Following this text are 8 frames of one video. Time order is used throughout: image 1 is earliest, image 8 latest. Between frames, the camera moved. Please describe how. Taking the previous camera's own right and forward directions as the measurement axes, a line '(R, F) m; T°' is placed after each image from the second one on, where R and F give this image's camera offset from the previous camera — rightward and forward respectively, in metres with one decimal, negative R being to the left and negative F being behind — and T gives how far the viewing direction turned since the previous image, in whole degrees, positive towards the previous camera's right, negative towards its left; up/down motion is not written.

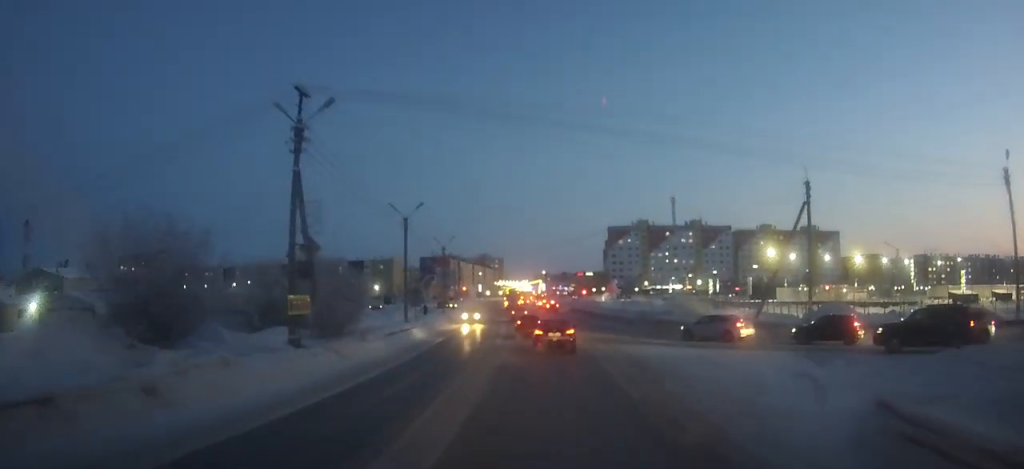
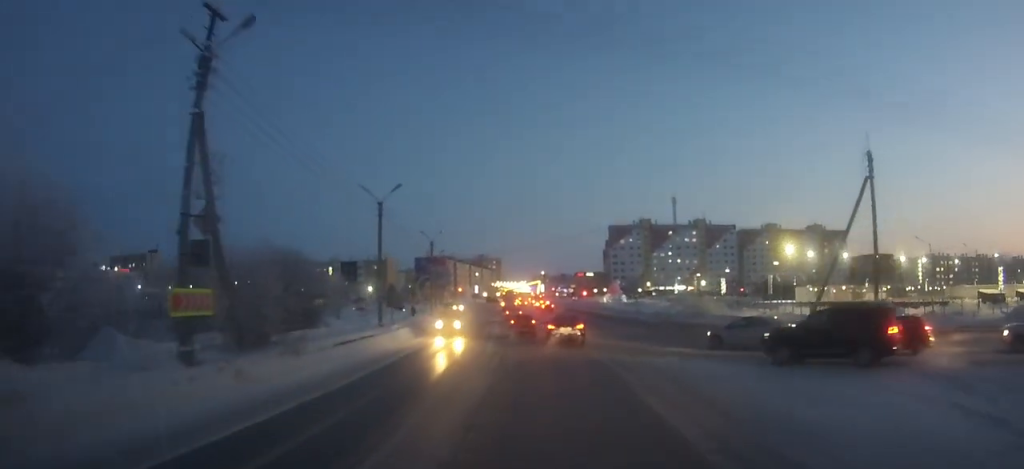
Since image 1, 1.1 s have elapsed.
(-0.1, +7.4) m; -1°
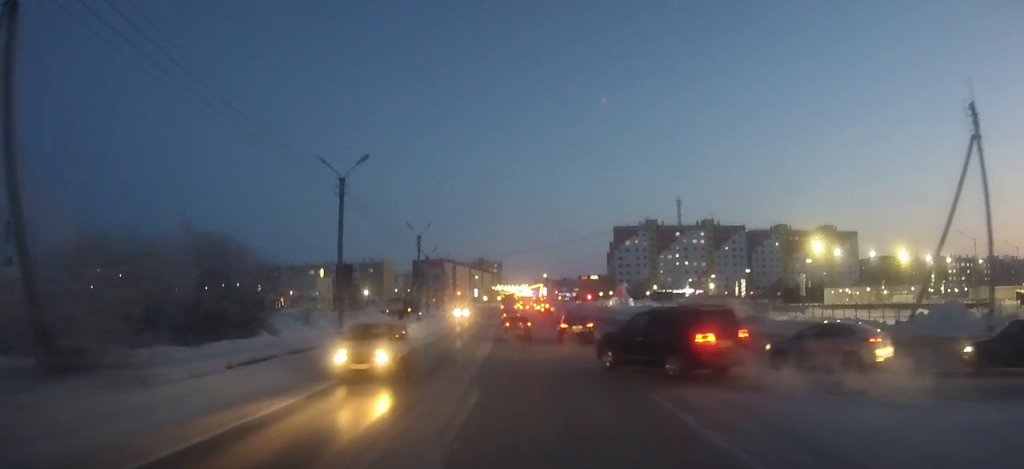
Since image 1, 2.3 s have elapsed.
(0.0, +9.0) m; -1°
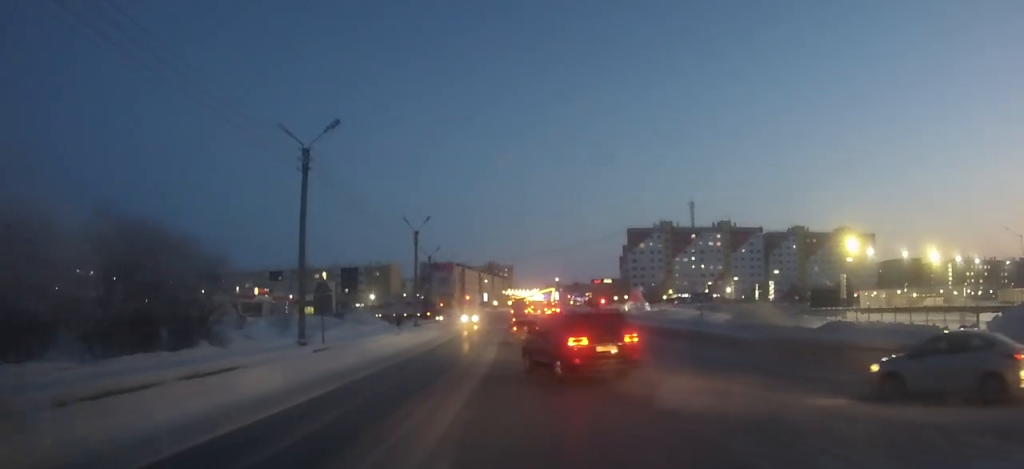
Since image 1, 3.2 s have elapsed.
(-0.1, +7.1) m; -1°
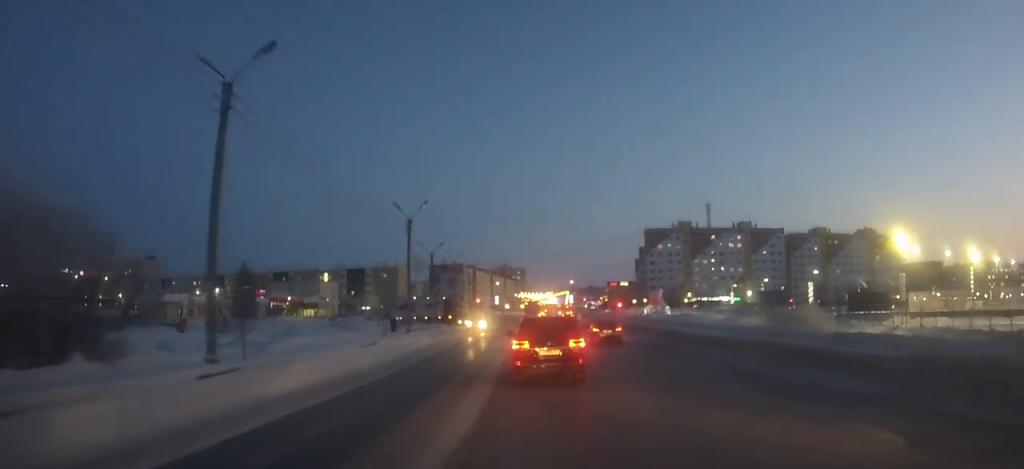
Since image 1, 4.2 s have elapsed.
(-0.1, +8.7) m; -1°
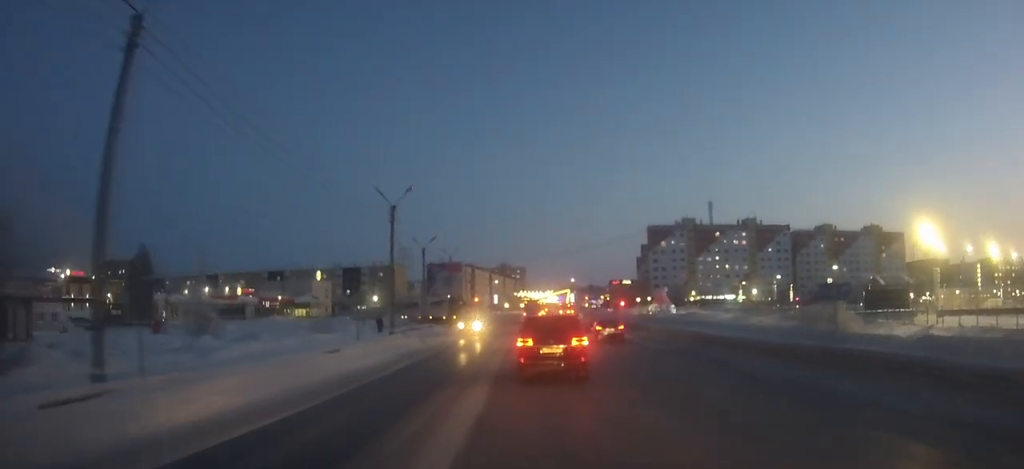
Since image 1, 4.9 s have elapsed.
(0.0, +5.5) m; 0°
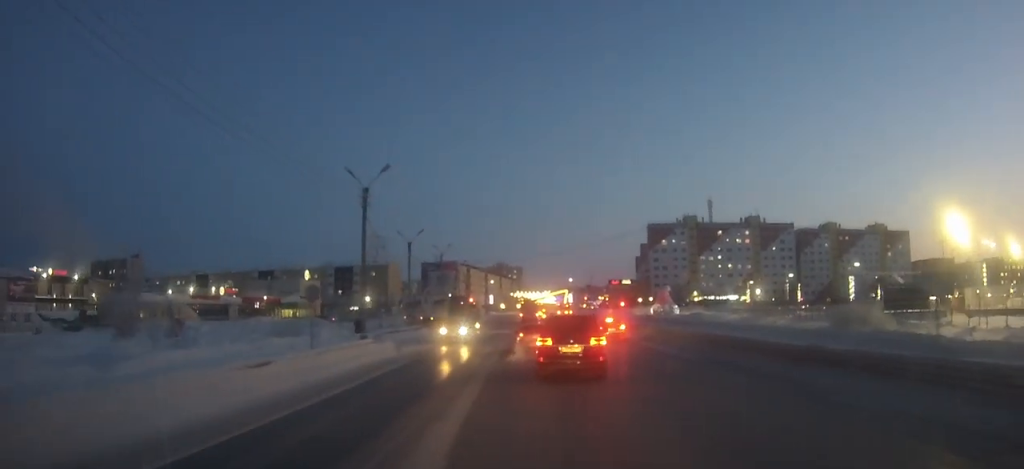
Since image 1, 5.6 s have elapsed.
(0.0, +6.1) m; 0°
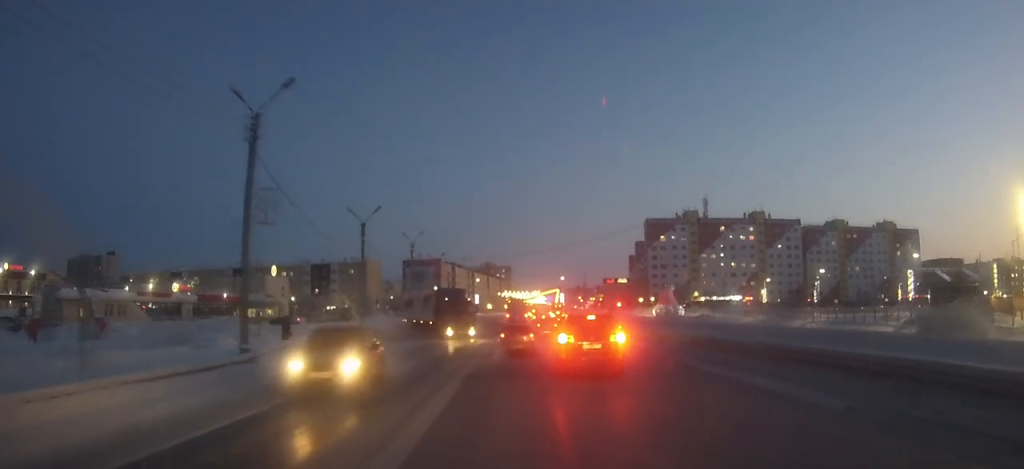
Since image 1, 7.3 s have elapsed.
(+0.1, +13.5) m; 0°
